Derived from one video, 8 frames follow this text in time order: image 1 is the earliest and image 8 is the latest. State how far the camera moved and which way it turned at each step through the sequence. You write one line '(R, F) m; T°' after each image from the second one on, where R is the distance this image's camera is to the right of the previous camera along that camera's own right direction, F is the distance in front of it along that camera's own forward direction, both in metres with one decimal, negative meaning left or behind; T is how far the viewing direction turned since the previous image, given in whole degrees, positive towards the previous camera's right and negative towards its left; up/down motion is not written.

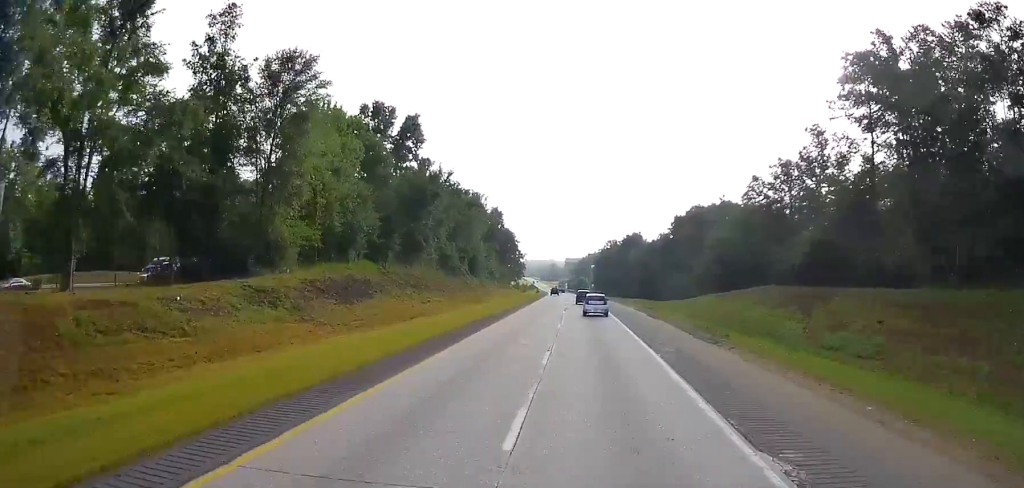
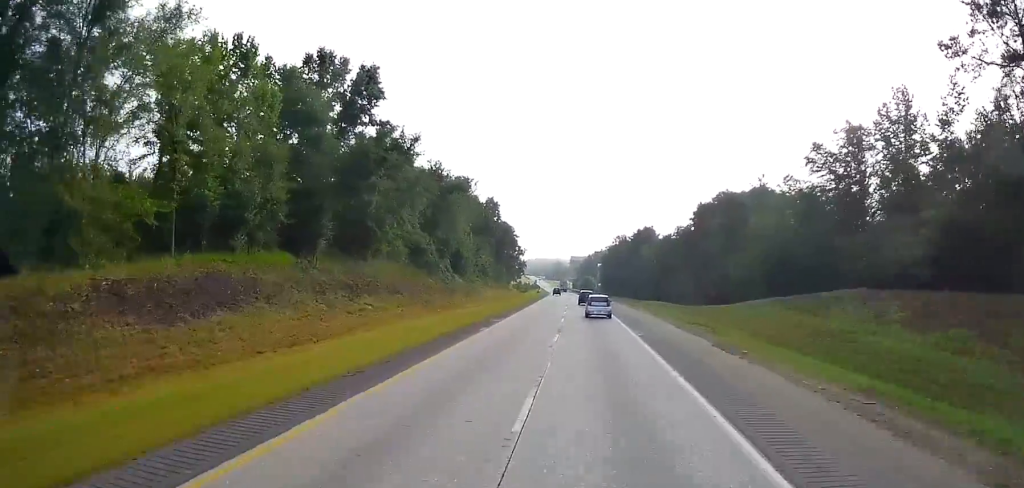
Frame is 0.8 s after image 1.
(-0.3, +22.9) m; -1°
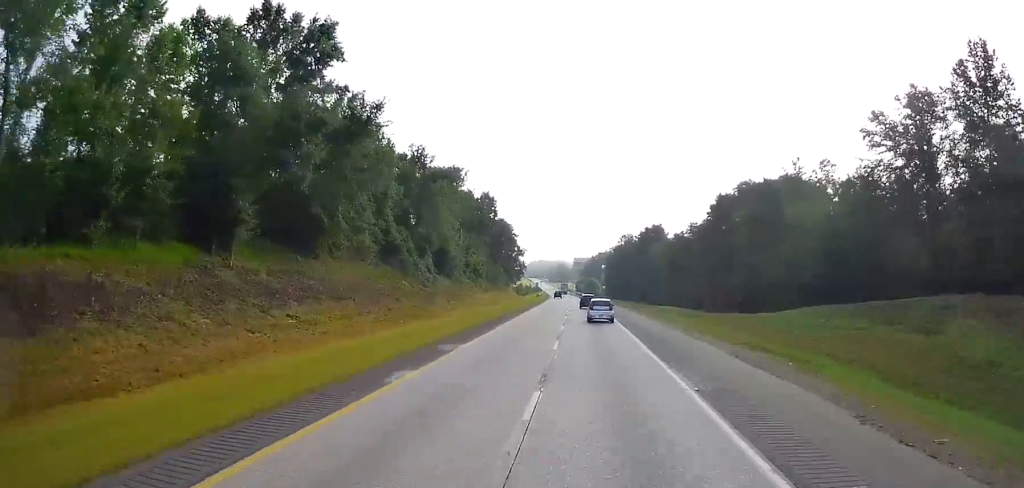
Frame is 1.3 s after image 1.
(-0.1, +14.6) m; 0°
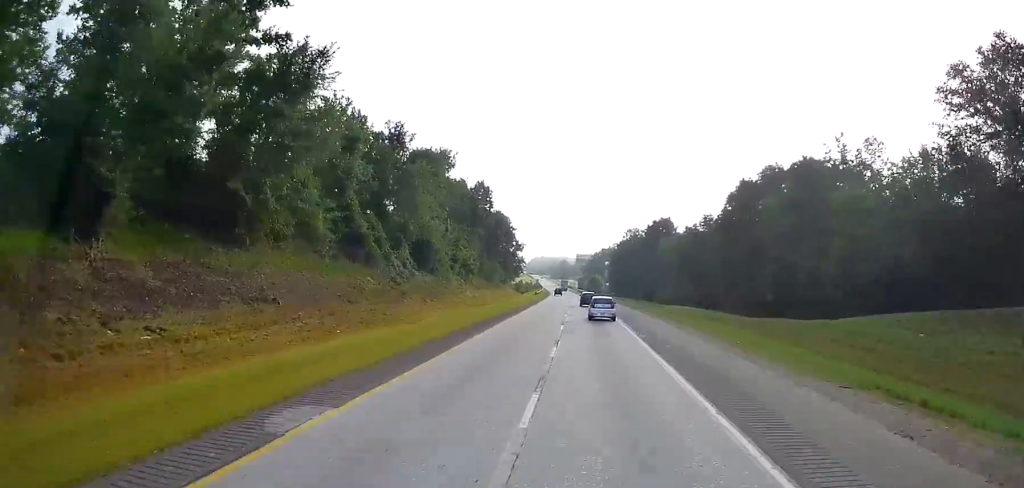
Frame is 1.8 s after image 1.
(0.0, +13.7) m; 0°
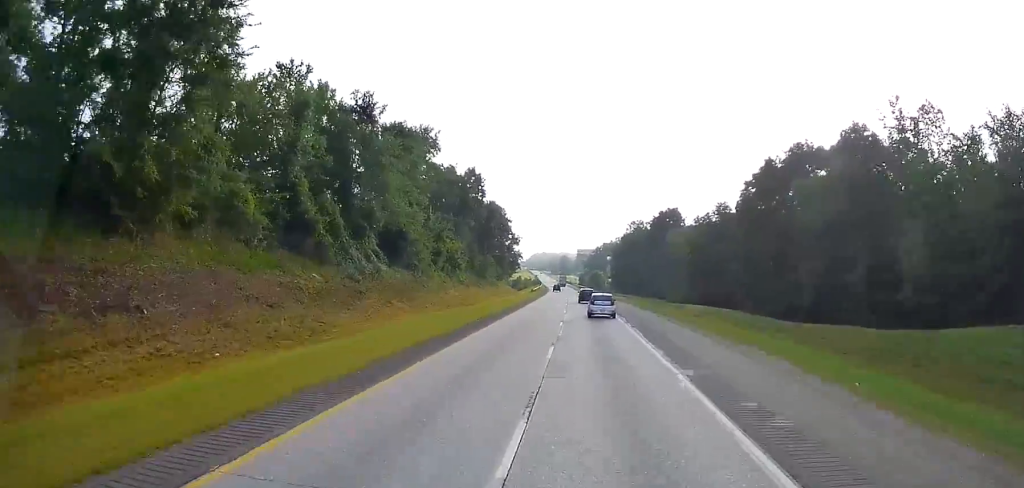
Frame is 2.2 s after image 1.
(+0.1, +13.2) m; 0°
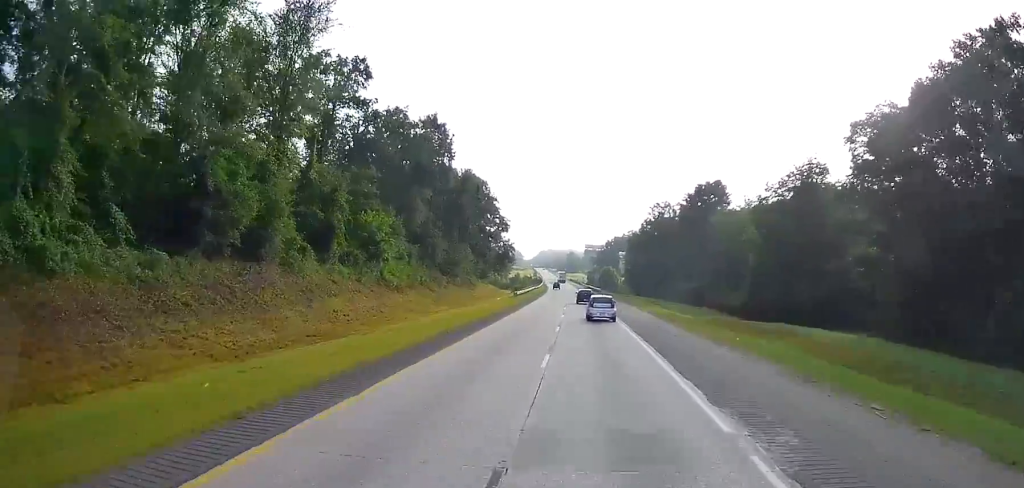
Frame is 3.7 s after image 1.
(-0.6, +44.2) m; 0°
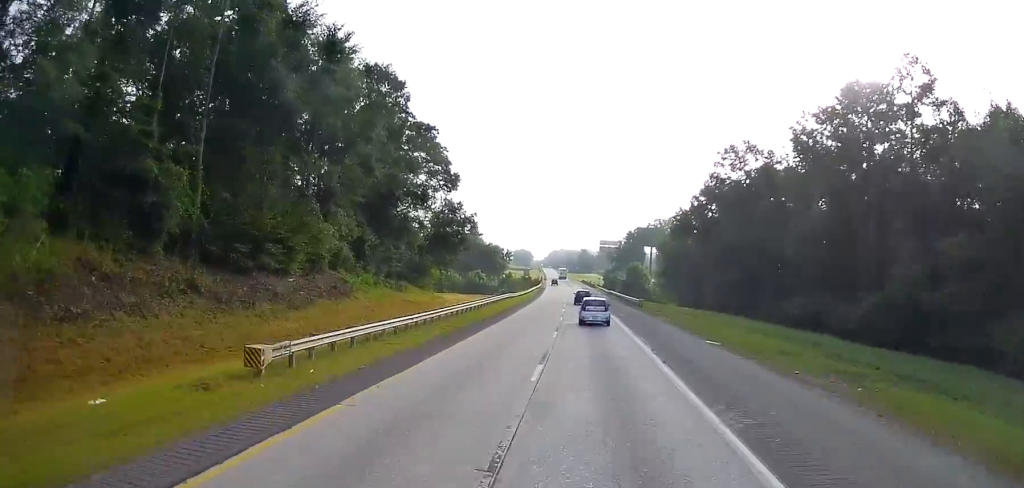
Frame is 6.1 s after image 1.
(-0.5, +69.8) m; -2°
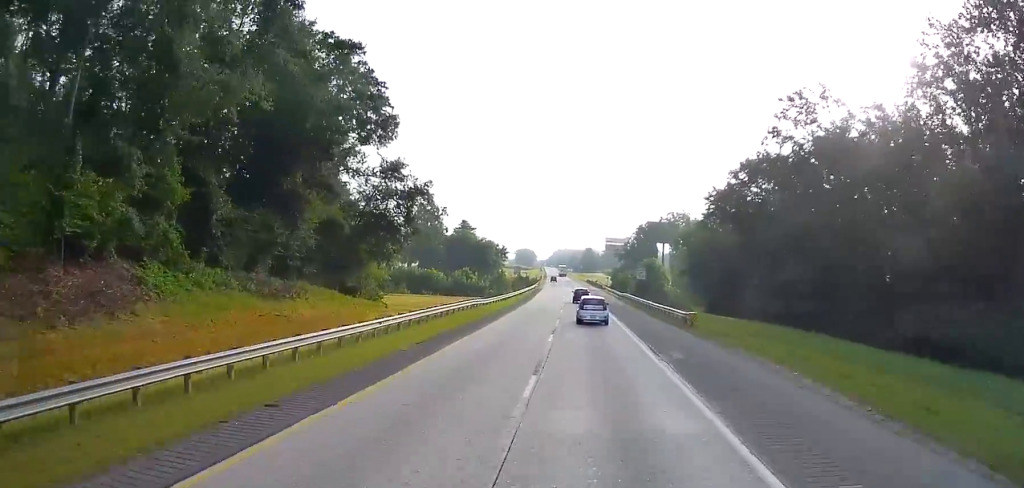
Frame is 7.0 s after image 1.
(+0.1, +27.7) m; 0°
